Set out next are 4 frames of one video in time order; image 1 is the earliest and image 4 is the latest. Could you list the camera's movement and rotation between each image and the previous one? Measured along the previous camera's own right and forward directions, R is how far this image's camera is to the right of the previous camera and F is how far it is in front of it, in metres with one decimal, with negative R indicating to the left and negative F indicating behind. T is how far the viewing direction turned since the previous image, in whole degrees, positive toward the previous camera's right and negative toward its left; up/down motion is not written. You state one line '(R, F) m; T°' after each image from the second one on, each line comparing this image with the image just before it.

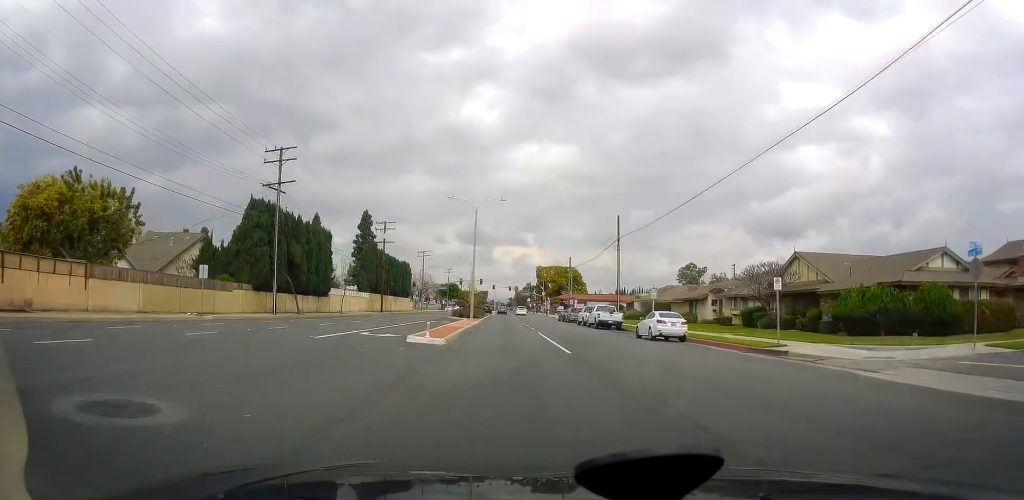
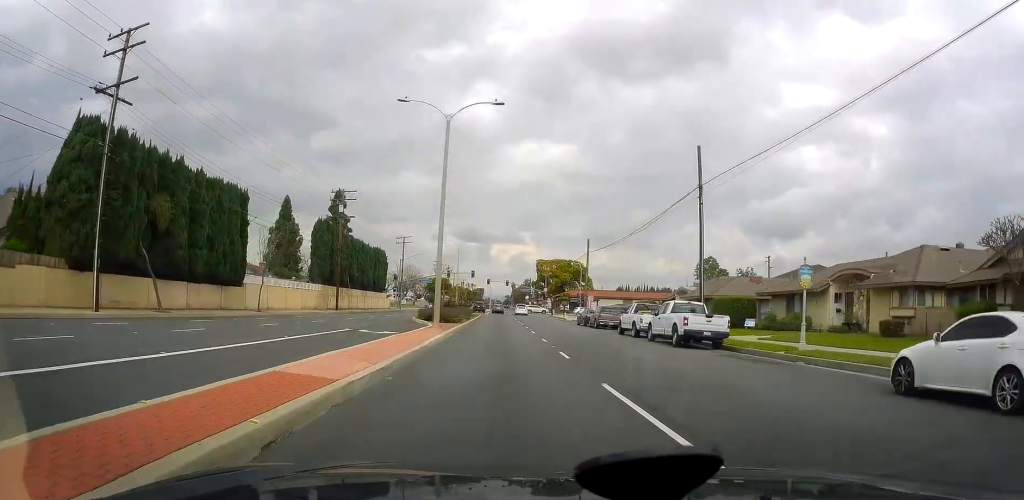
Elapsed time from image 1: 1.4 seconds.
(-0.4, +22.7) m; 0°
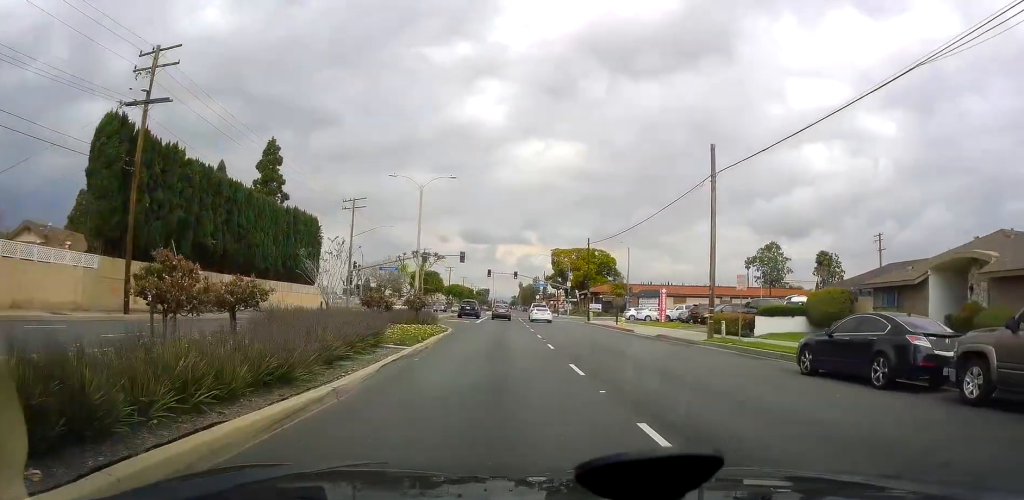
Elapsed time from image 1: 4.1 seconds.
(+0.9, +40.6) m; +1°
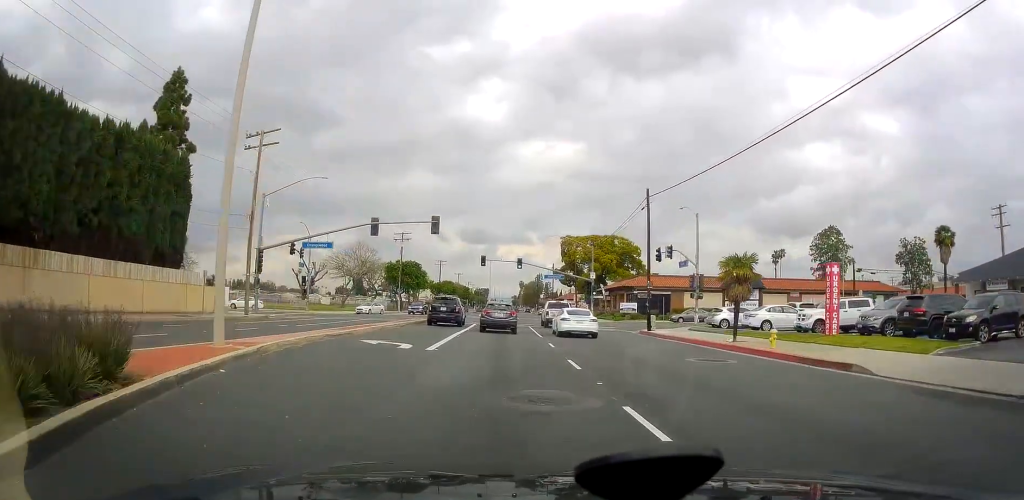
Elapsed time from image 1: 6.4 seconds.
(0.0, +26.5) m; 0°
